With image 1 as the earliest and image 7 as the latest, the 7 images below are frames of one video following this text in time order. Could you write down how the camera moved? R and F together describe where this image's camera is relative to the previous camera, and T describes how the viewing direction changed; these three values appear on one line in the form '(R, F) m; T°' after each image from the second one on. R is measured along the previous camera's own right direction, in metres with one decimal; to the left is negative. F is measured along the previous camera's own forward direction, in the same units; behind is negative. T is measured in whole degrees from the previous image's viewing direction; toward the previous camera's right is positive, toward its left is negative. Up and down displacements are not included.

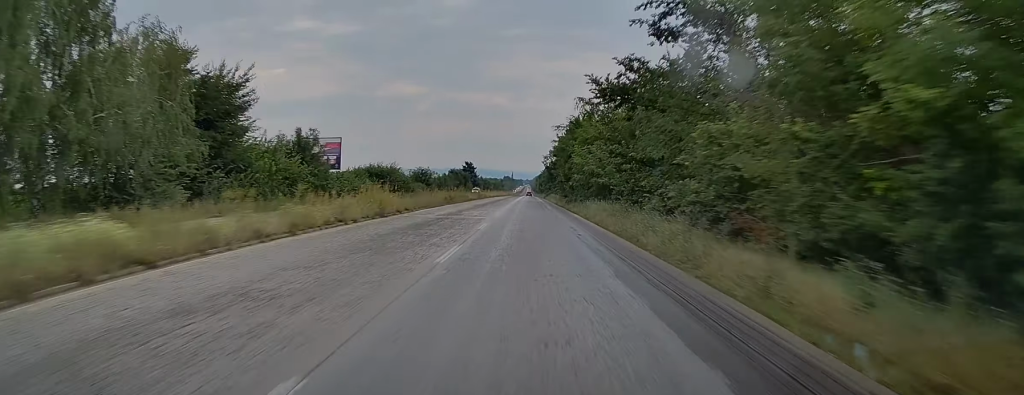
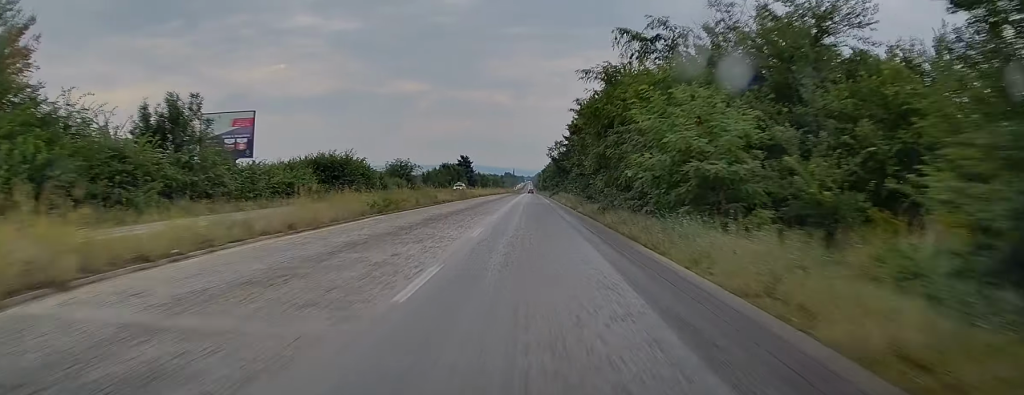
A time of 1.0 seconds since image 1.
(-0.1, +21.6) m; 0°
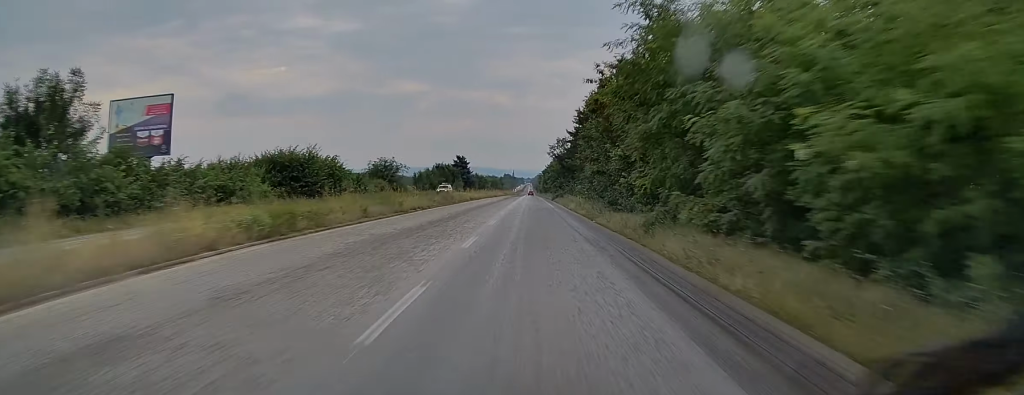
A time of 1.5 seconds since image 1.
(+0.1, +11.0) m; 0°
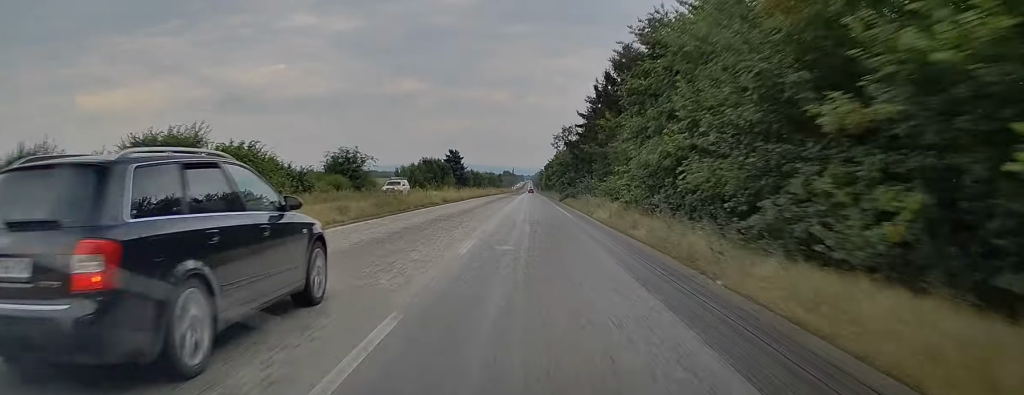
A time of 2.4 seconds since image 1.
(+0.1, +19.0) m; 0°
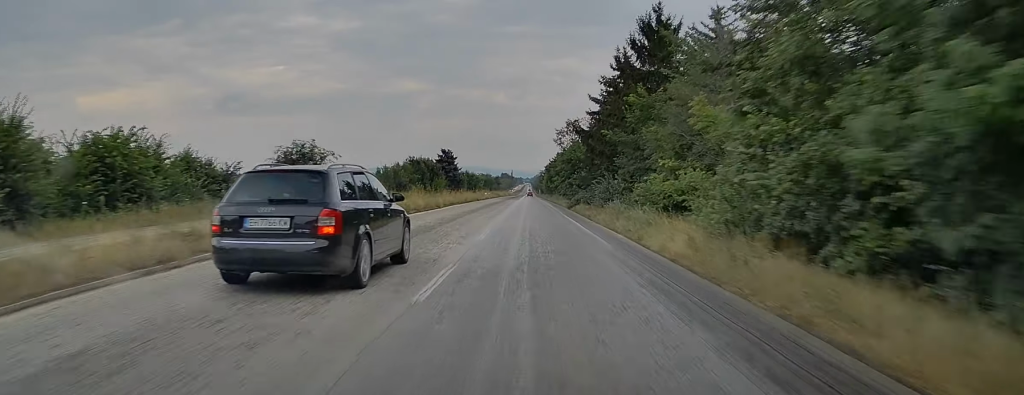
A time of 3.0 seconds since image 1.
(+0.1, +13.9) m; -1°
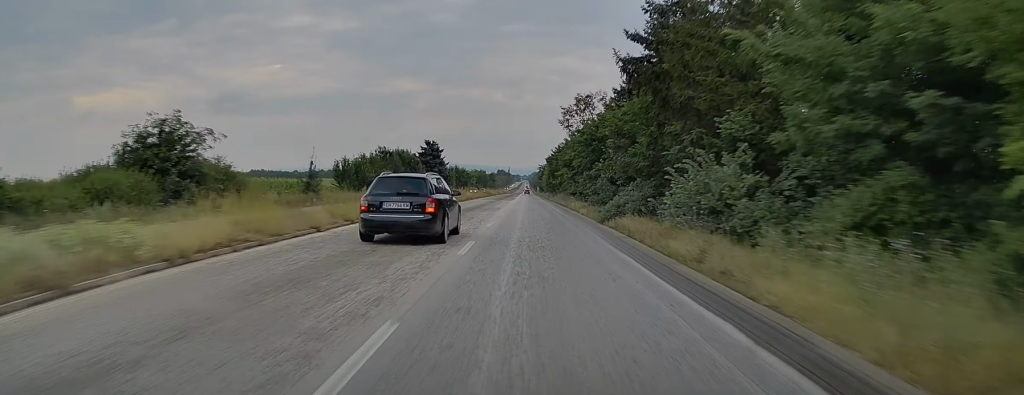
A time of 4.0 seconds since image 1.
(-0.4, +22.2) m; 0°
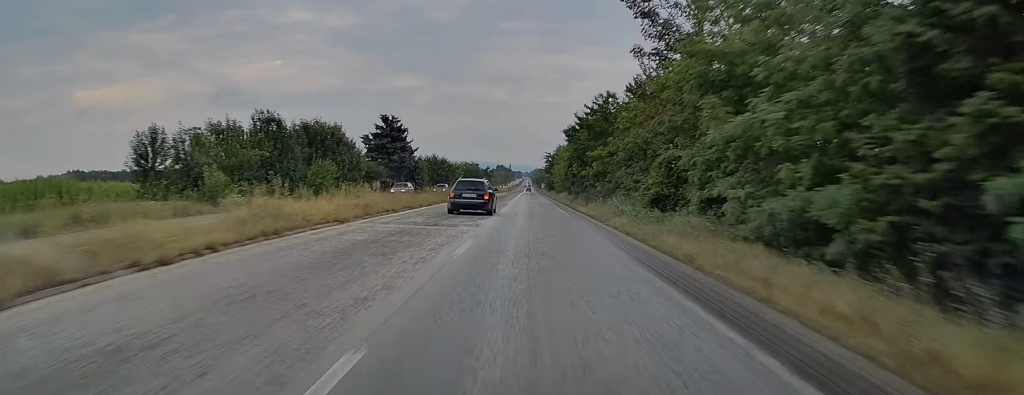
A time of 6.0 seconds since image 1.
(+0.9, +45.0) m; +1°
